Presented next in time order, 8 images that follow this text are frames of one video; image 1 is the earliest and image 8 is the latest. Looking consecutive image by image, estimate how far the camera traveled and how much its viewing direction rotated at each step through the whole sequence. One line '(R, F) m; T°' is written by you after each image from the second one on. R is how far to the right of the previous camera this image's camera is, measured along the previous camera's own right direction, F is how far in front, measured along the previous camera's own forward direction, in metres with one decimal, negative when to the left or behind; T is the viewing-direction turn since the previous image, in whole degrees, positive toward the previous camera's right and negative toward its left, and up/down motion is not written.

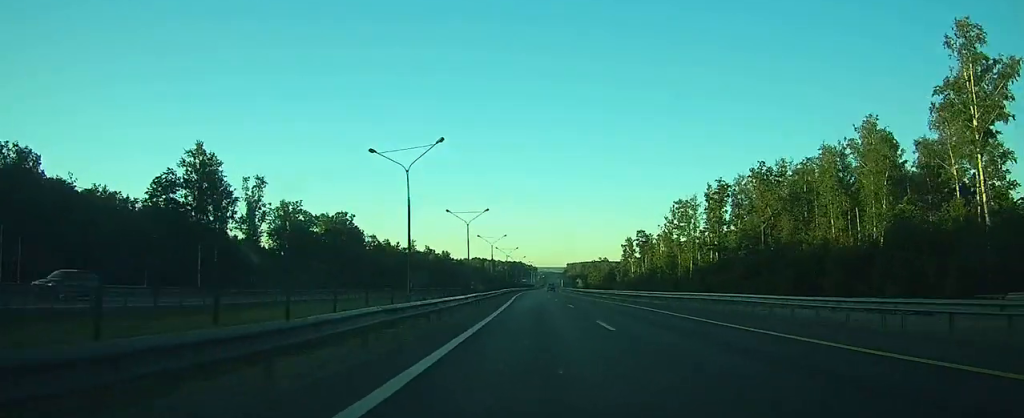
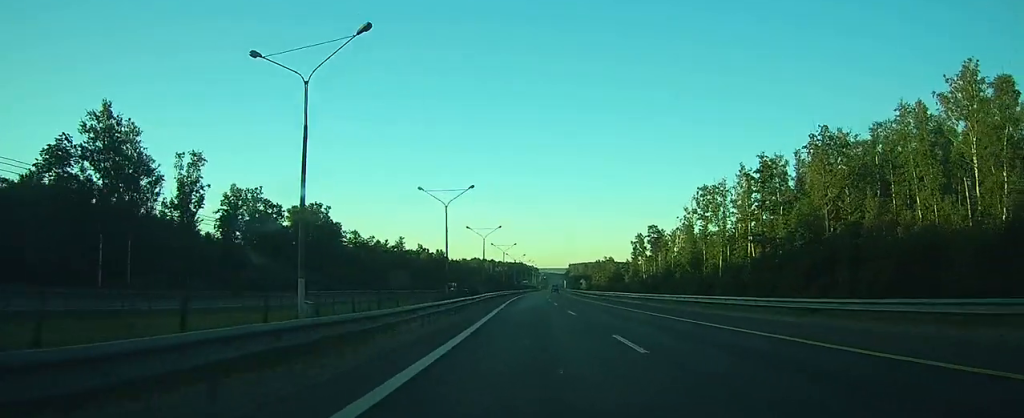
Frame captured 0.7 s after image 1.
(+0.1, +21.1) m; 0°
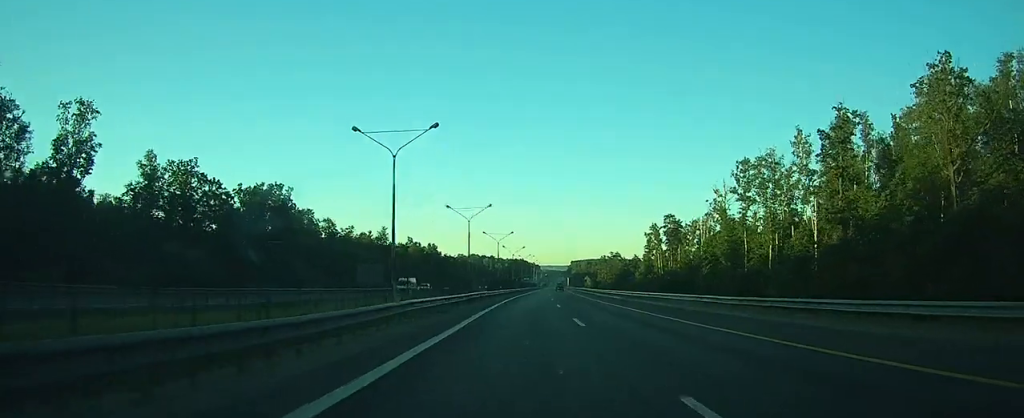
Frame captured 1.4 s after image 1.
(-0.1, +24.3) m; 0°
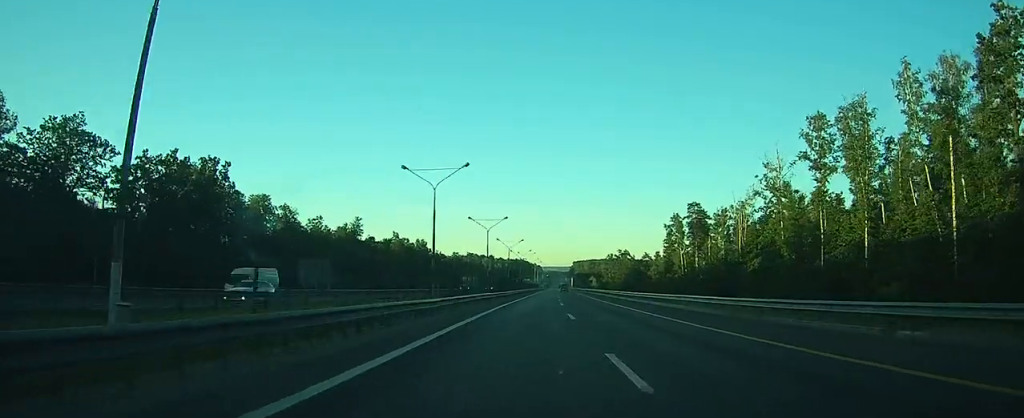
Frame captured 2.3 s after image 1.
(-0.1, +27.5) m; 0°
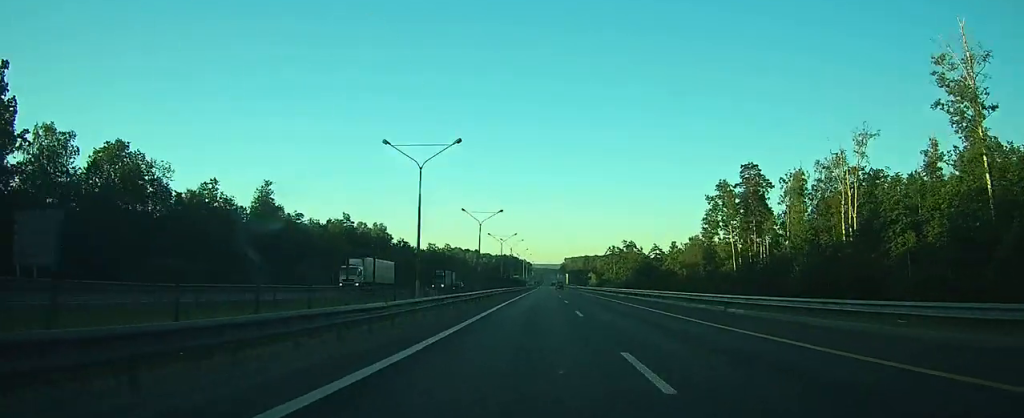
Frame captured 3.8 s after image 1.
(0.0, +47.9) m; 0°
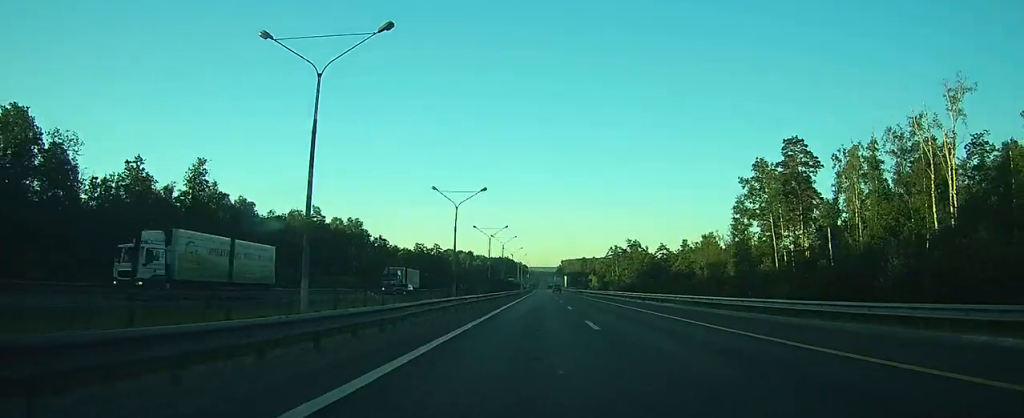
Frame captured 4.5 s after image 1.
(+0.1, +21.3) m; 0°
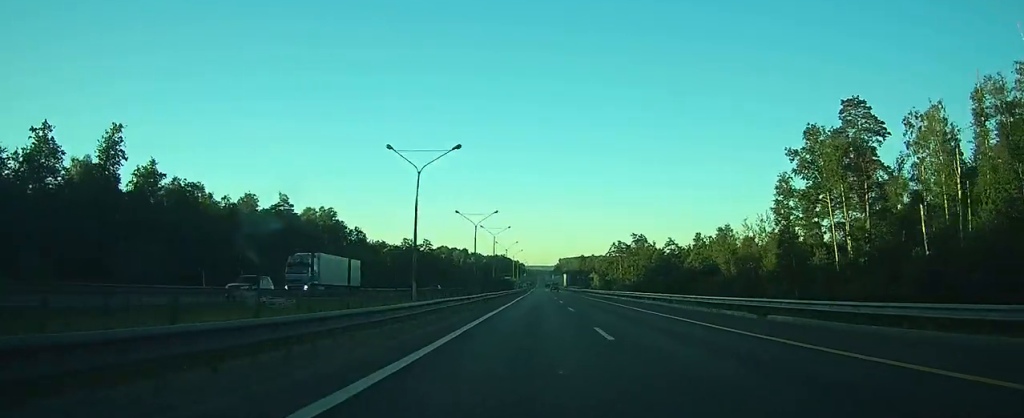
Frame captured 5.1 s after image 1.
(+0.1, +19.2) m; 0°
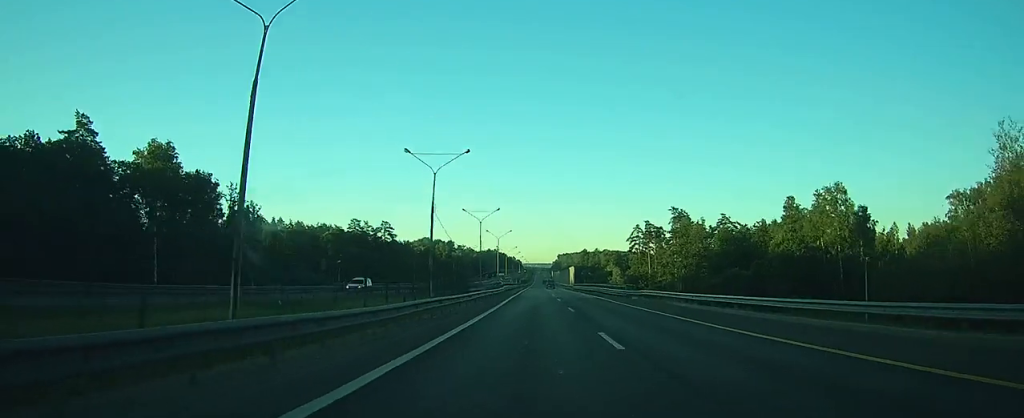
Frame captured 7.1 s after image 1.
(+0.6, +66.1) m; +1°
